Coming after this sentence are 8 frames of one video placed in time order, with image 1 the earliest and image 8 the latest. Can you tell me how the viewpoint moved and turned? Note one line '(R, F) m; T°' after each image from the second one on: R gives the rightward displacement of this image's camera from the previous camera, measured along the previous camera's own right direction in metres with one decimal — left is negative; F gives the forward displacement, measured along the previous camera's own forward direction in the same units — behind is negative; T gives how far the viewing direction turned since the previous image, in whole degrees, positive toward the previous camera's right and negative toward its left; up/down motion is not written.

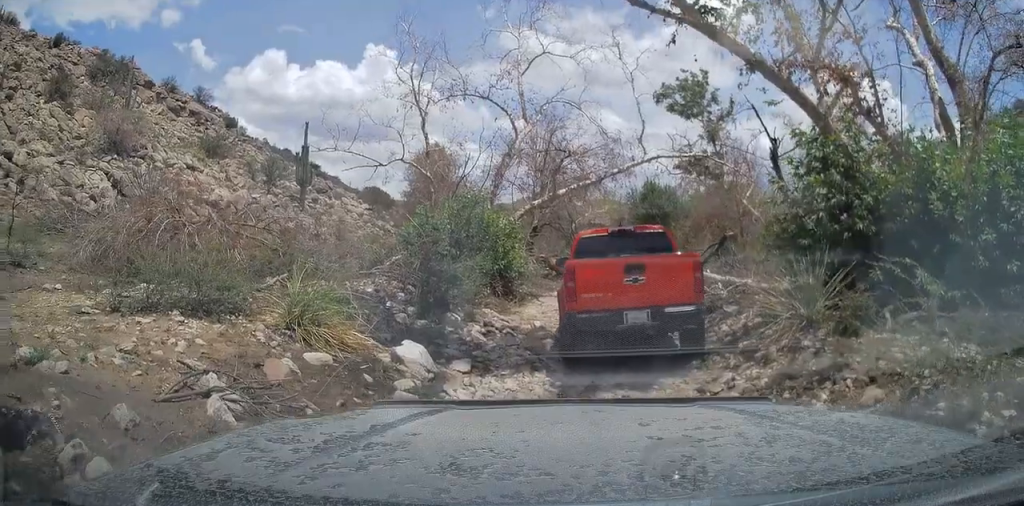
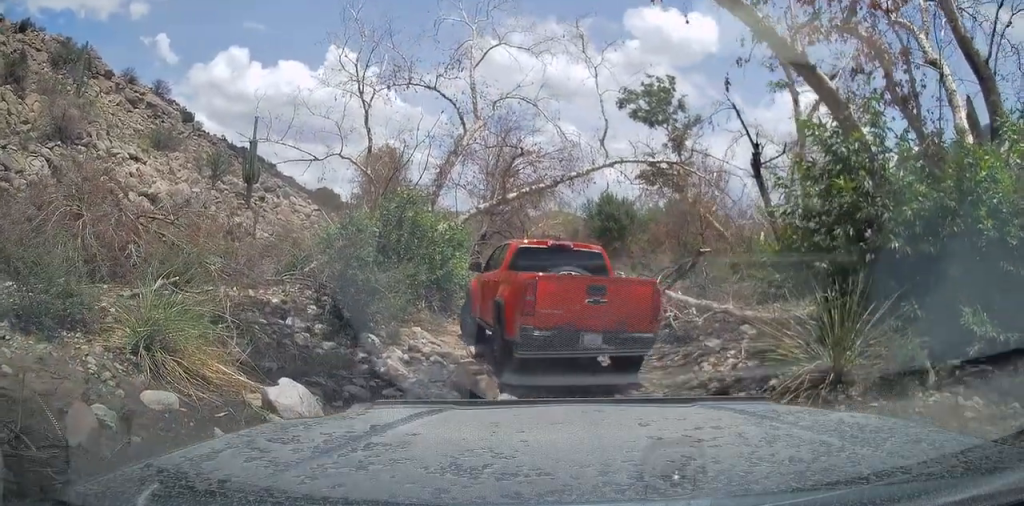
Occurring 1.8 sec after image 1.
(-0.2, +2.6) m; -5°
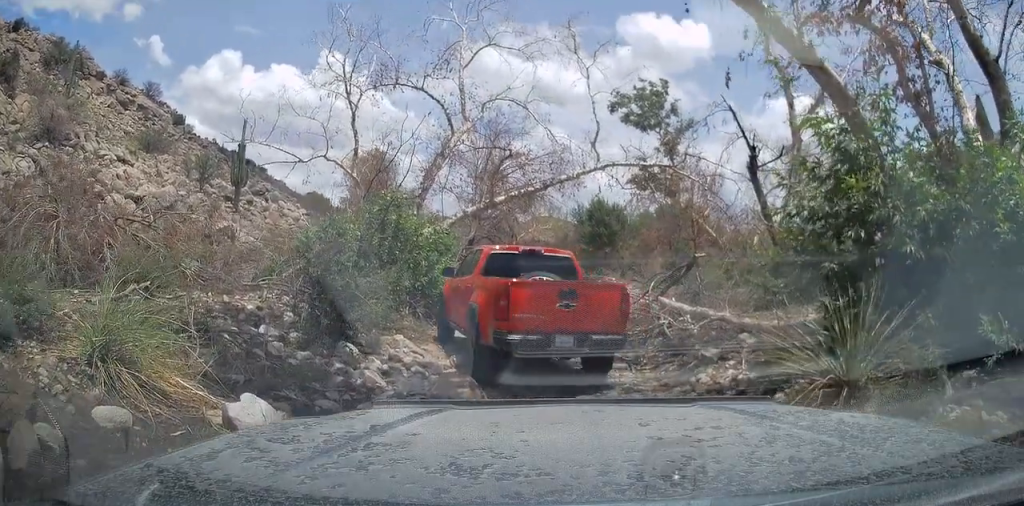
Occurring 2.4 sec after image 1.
(+0.1, +0.6) m; 0°
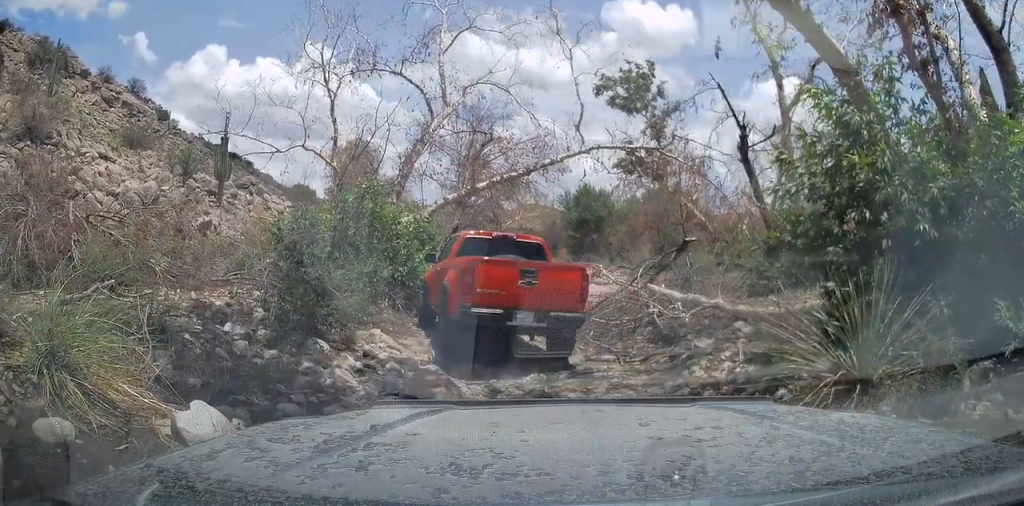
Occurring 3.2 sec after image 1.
(+0.1, +0.8) m; 0°
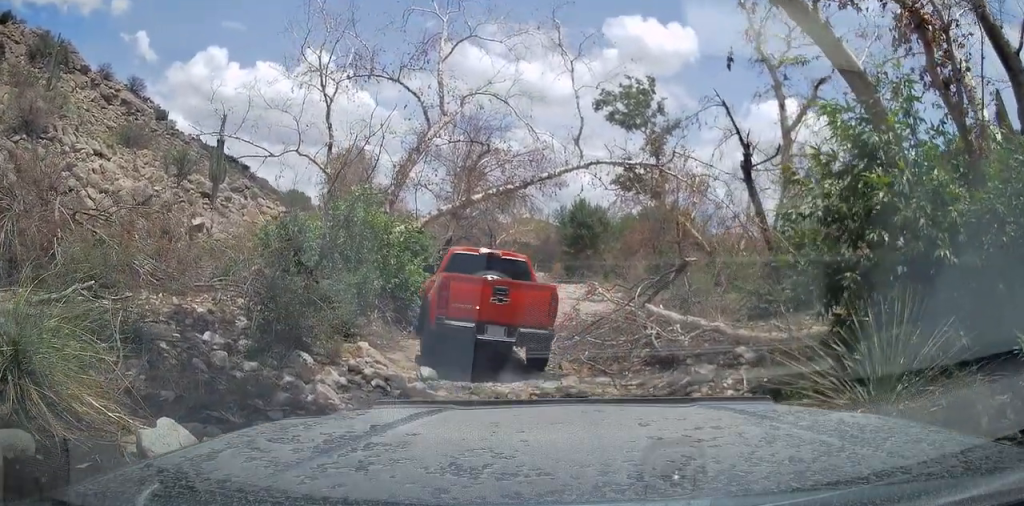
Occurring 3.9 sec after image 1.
(+0.1, +0.6) m; 0°
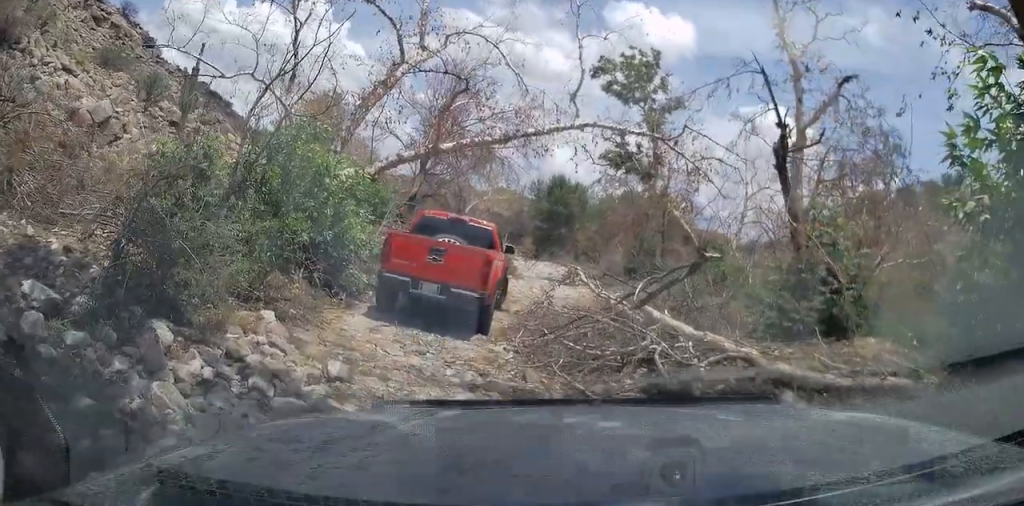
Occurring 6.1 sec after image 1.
(-0.6, +1.9) m; 0°
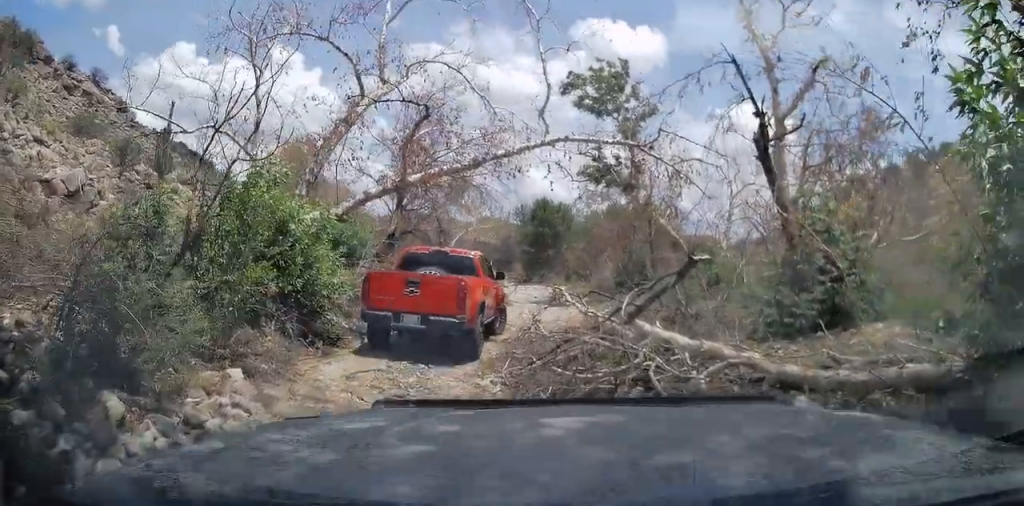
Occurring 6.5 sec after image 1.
(-0.3, +0.4) m; 0°
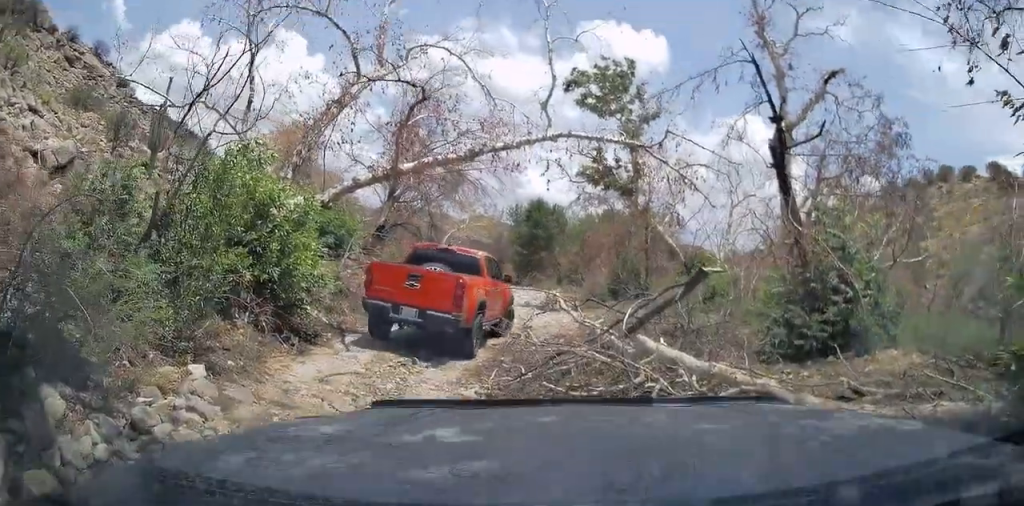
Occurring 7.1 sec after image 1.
(-0.1, +0.6) m; 0°
